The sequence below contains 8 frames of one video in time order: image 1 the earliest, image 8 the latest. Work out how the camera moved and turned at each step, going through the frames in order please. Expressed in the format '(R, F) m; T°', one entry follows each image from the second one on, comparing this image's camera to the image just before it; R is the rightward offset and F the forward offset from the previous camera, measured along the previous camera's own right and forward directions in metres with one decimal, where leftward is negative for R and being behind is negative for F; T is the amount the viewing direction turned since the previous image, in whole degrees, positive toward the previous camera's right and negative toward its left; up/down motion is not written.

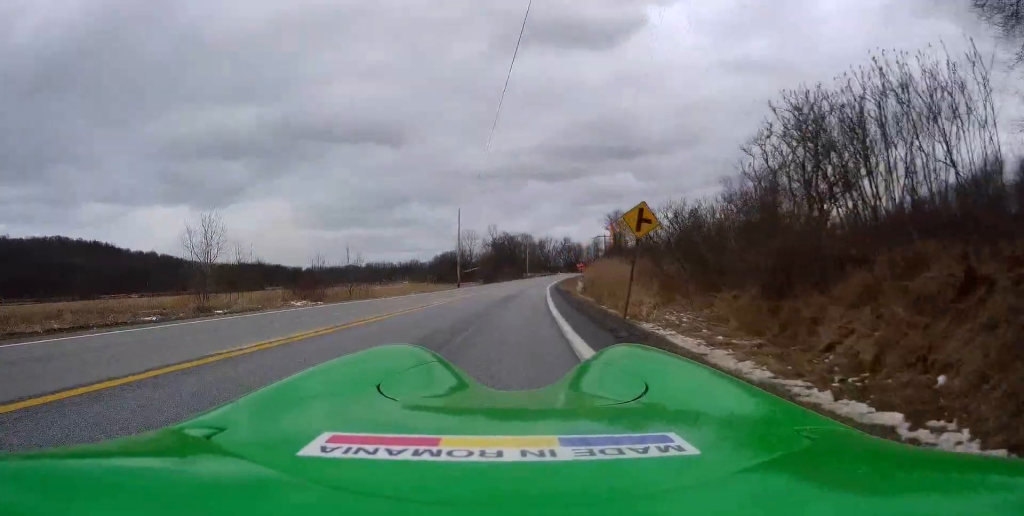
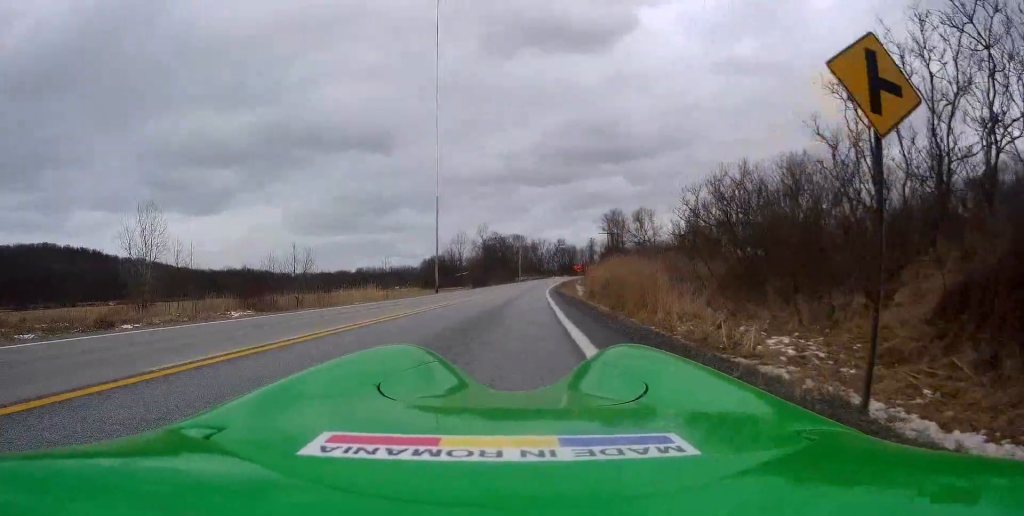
(+0.5, +11.3) m; 0°
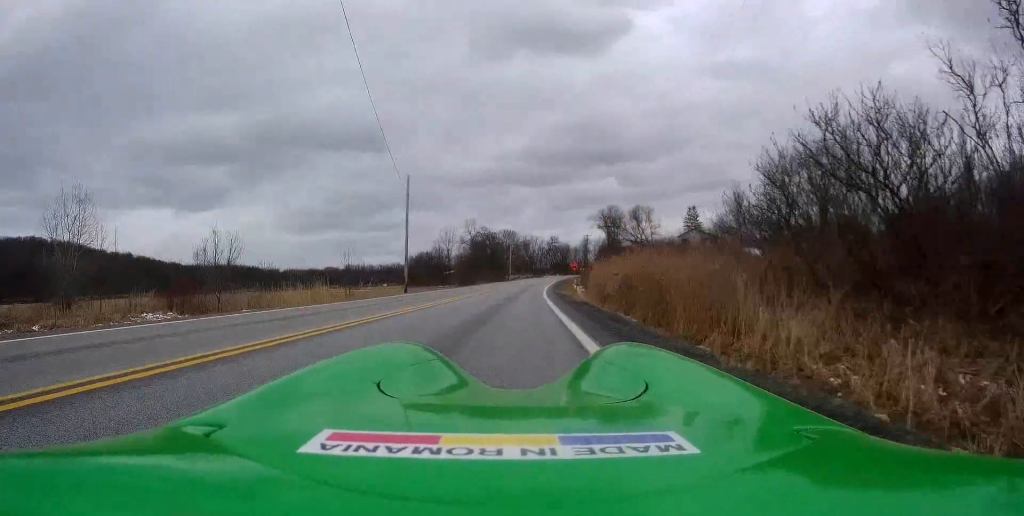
(-0.3, +10.6) m; -1°
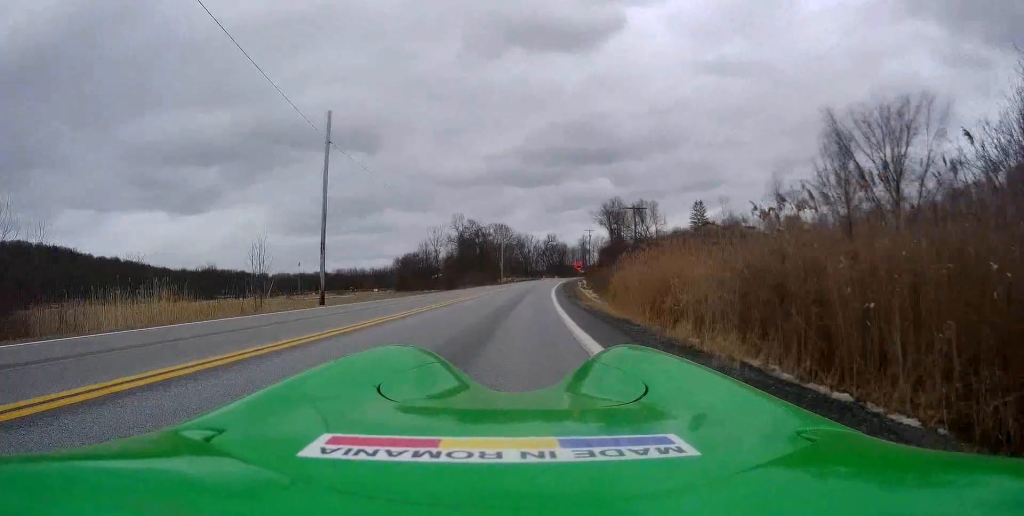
(-0.1, +17.2) m; +2°
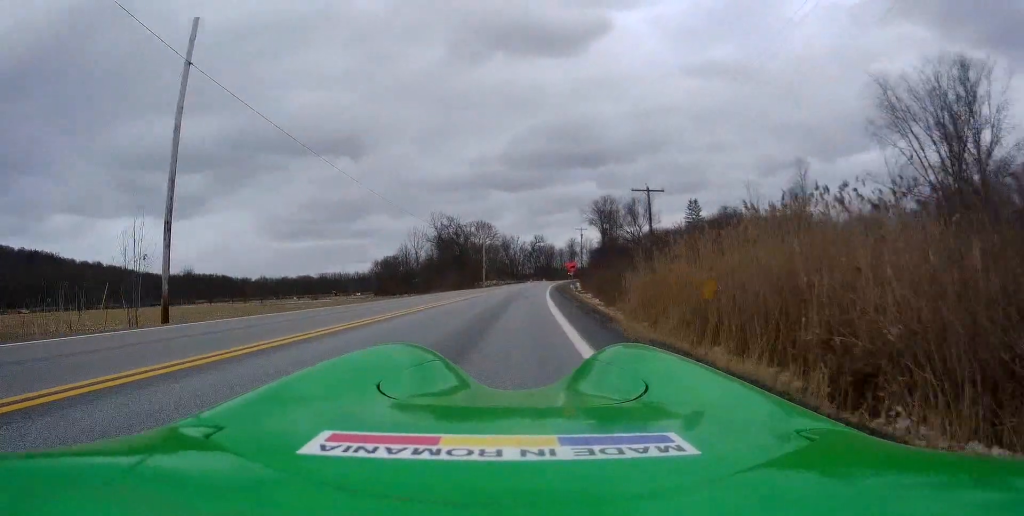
(+0.3, +12.0) m; +2°
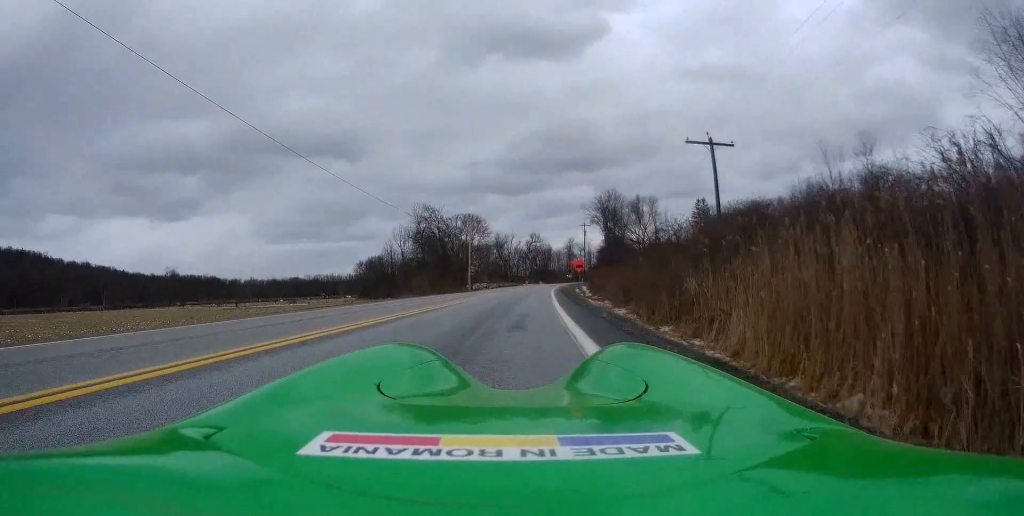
(+0.4, +15.3) m; +1°
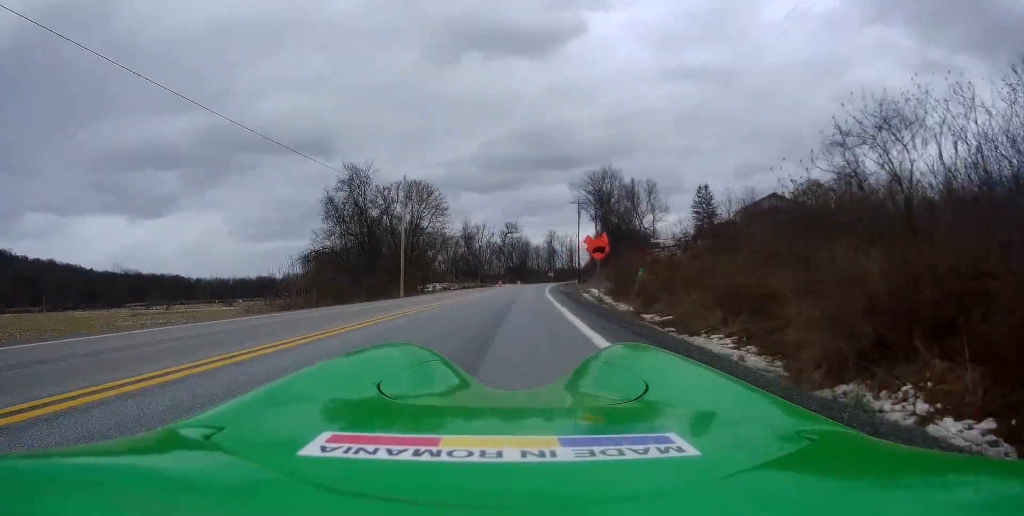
(+0.2, +28.4) m; +2°
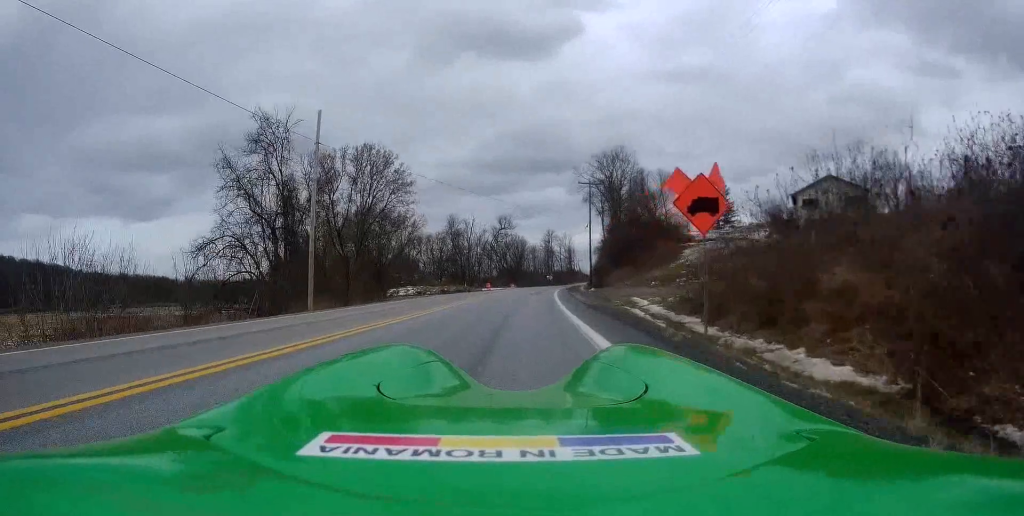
(0.0, +18.2) m; 0°
